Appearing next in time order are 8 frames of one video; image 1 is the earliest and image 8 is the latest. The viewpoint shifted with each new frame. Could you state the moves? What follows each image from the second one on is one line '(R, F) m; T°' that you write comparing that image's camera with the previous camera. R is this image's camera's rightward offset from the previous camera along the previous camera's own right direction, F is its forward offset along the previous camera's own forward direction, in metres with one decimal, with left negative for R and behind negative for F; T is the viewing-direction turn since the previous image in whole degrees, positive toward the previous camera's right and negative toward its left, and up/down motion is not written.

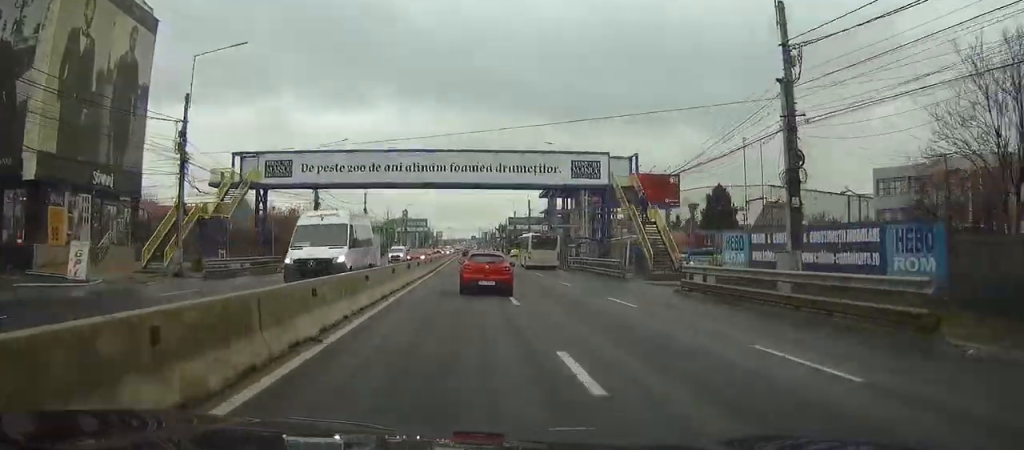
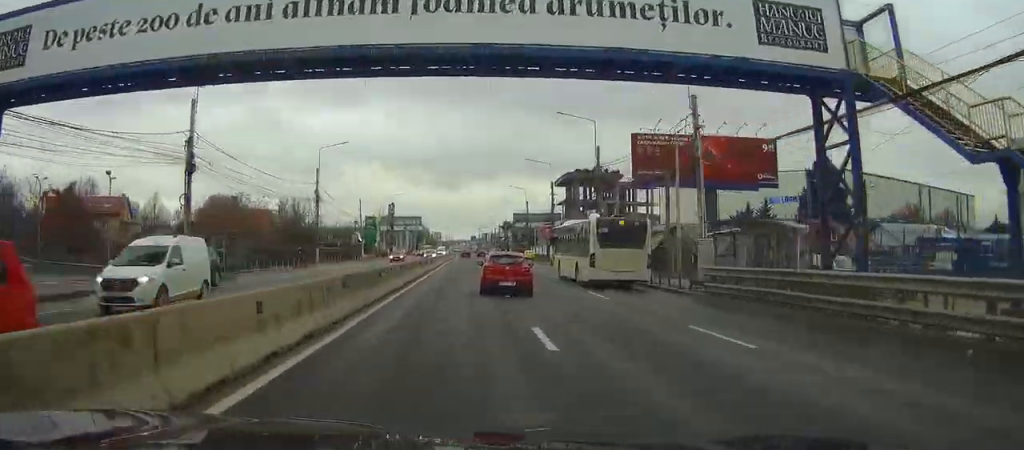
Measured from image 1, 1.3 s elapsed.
(0.0, +32.9) m; 0°
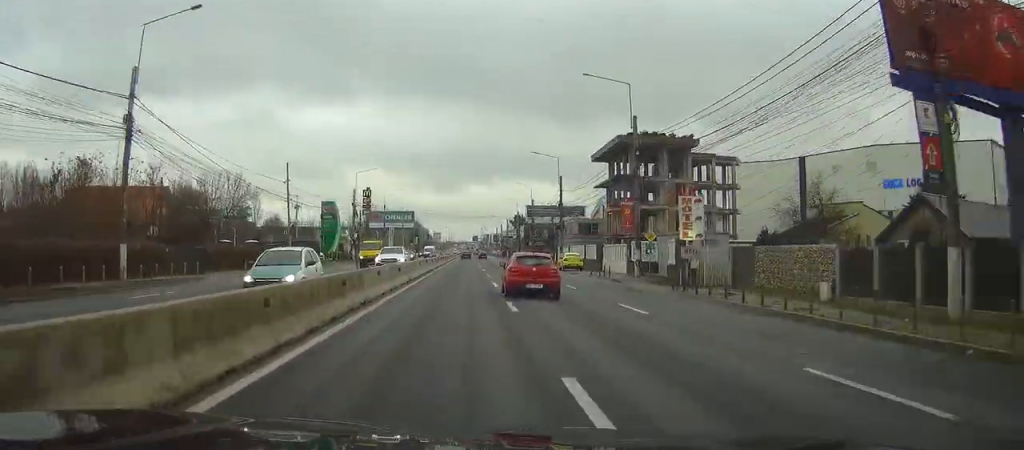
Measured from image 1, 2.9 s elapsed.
(+0.1, +40.6) m; 0°
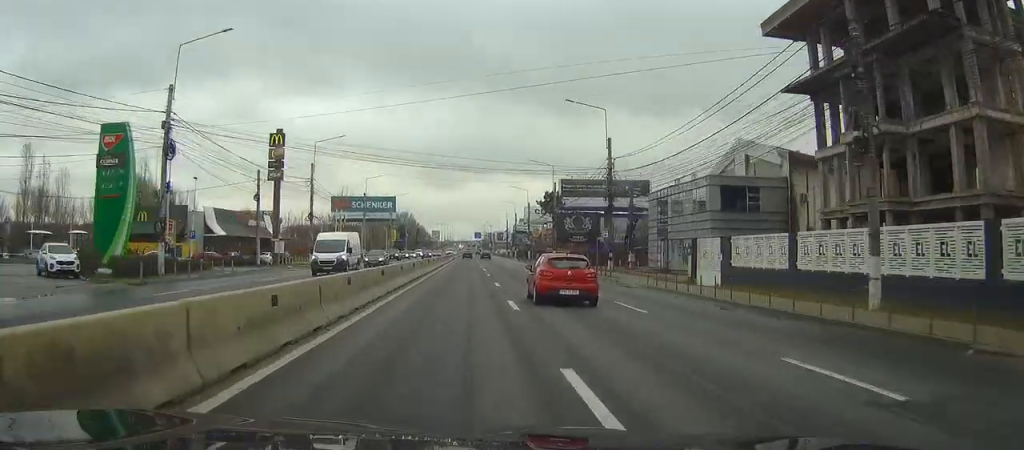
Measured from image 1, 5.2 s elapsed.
(-0.2, +59.9) m; 0°
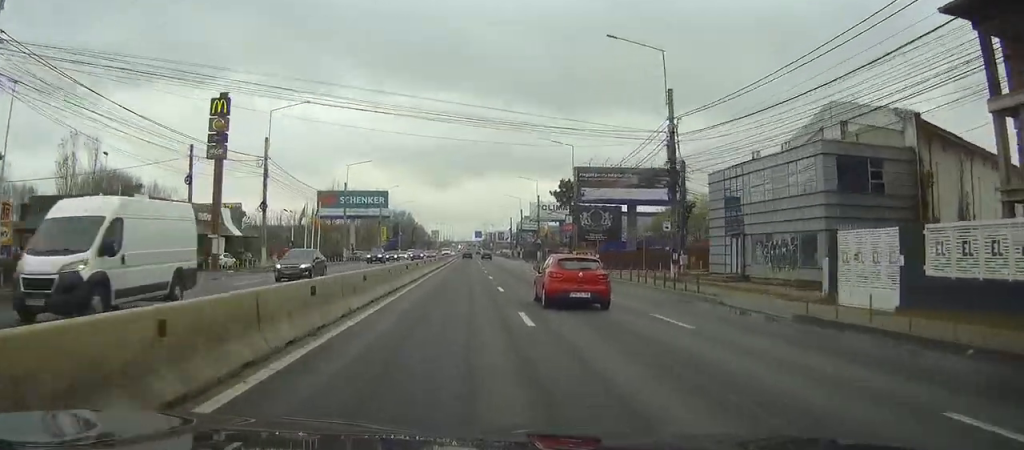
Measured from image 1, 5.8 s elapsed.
(0.0, +15.8) m; 0°
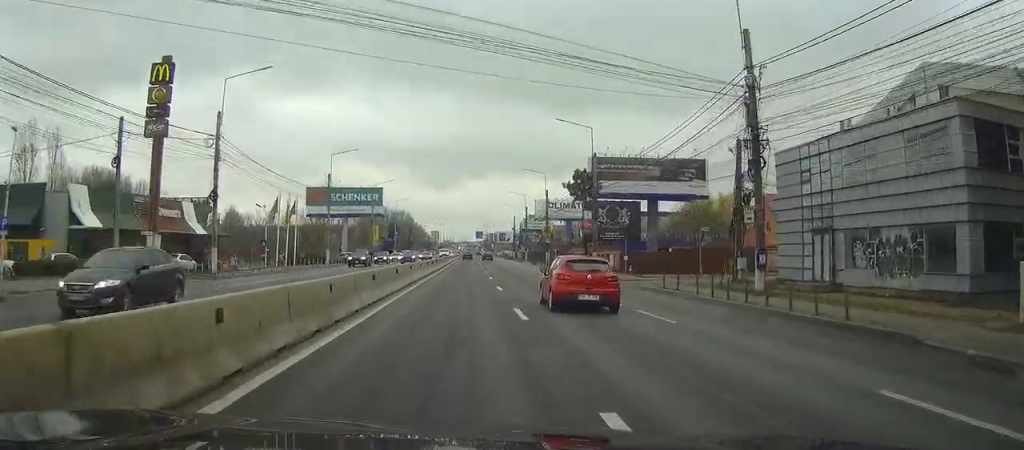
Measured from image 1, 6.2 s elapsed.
(0.0, +10.6) m; 0°
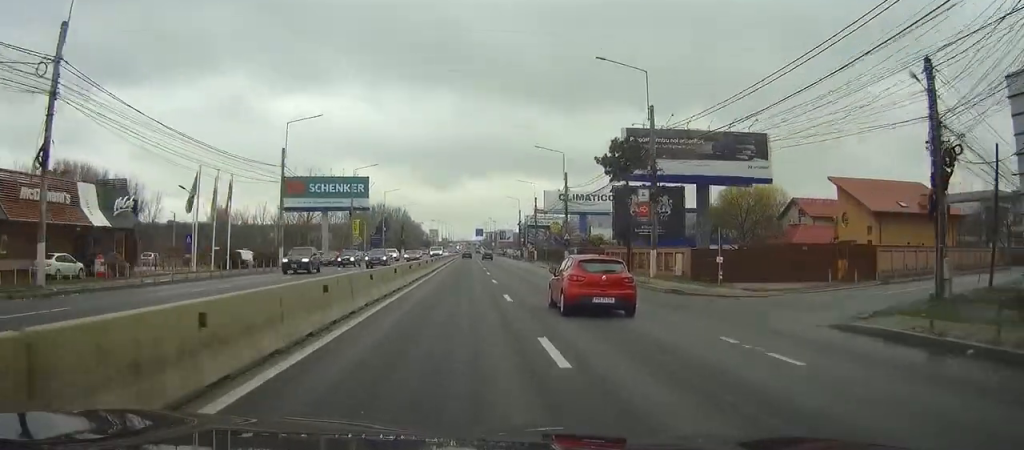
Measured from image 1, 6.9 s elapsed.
(0.0, +18.6) m; 0°
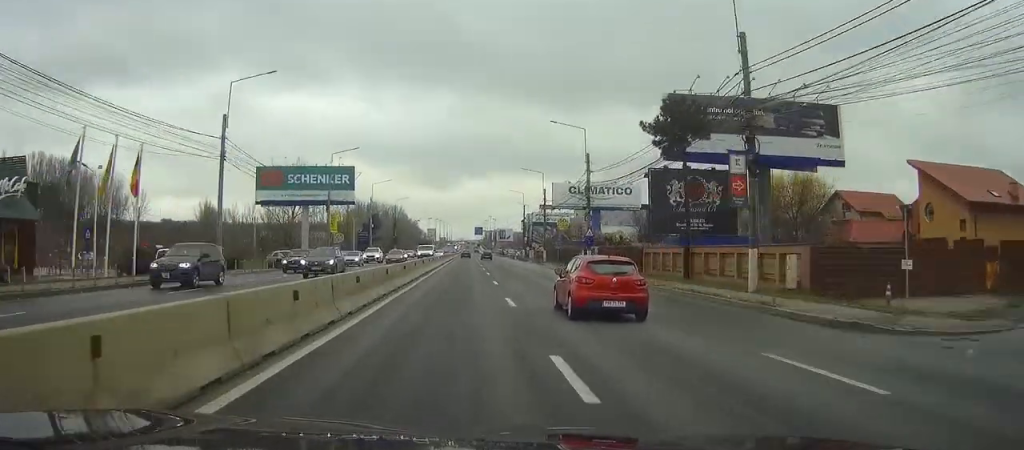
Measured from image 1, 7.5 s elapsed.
(0.0, +14.3) m; 0°
